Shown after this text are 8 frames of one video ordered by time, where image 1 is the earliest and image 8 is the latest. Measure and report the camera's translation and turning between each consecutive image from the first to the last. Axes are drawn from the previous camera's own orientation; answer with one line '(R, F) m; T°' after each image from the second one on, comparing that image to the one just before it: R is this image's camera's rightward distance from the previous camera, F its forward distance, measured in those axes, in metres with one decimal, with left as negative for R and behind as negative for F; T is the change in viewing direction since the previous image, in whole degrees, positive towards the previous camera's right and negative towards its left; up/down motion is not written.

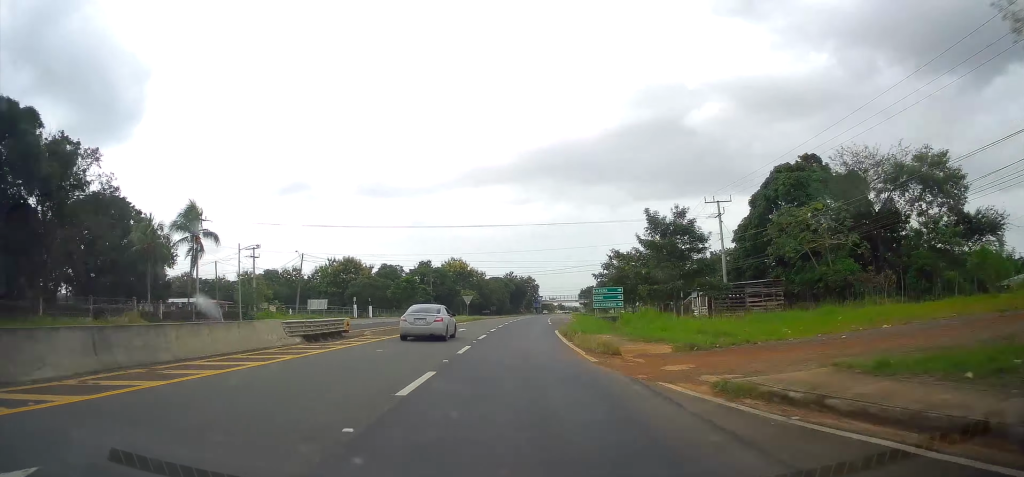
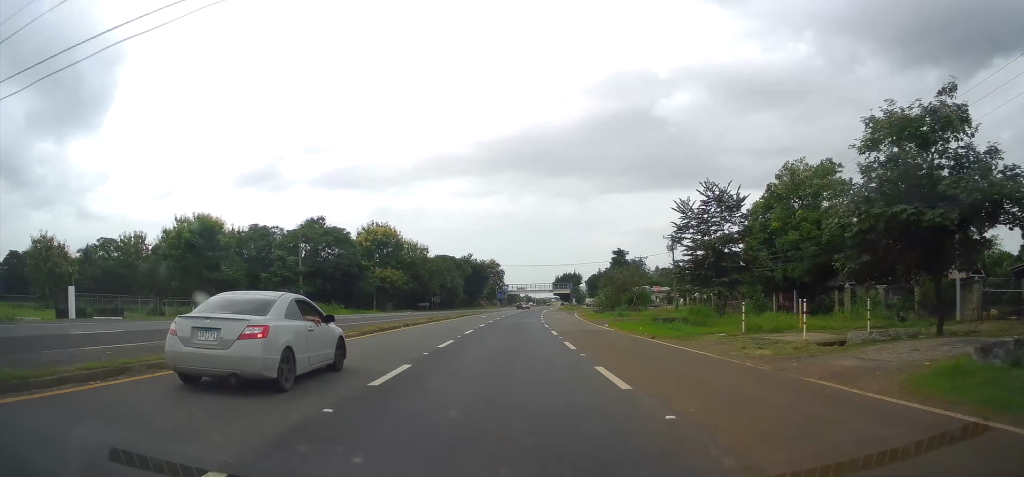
(+2.7, +63.2) m; +4°
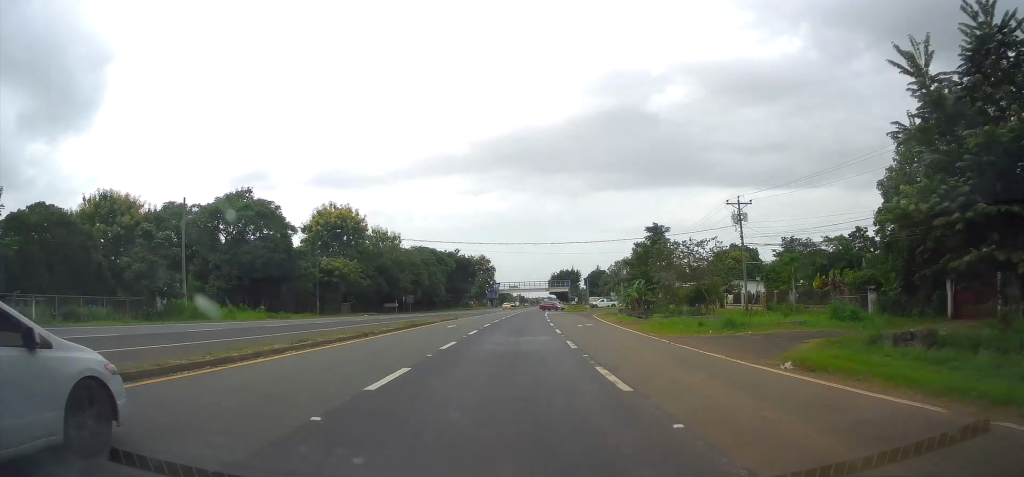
(+0.3, +24.1) m; +1°
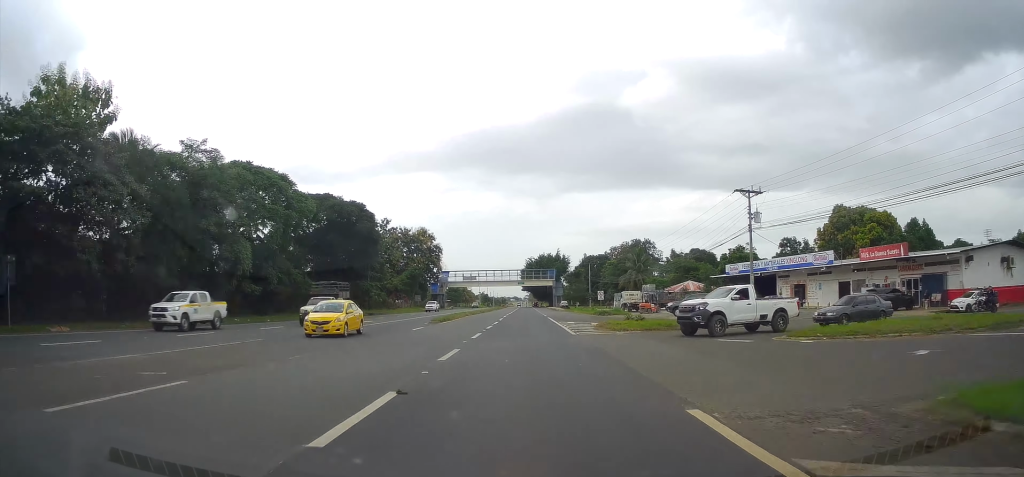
(+1.7, +80.9) m; +3°
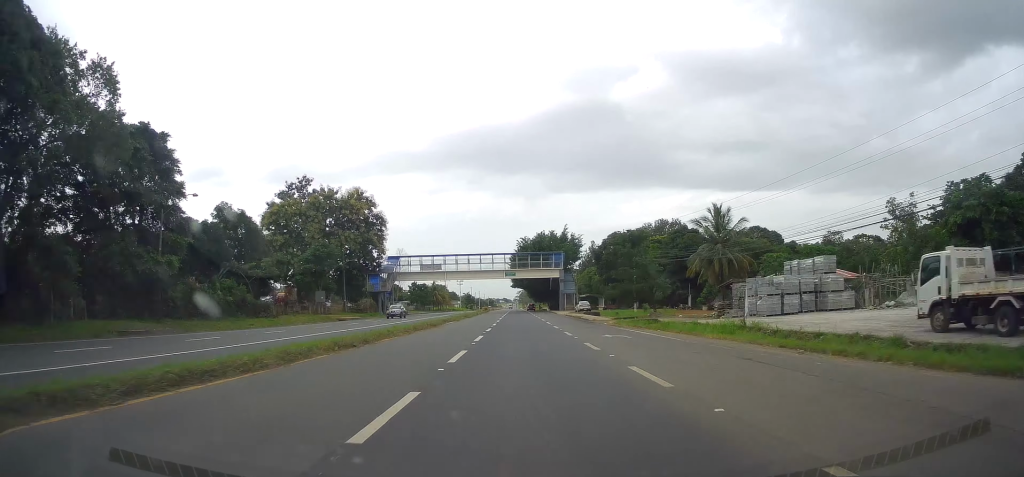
(+0.8, +54.6) m; +1°
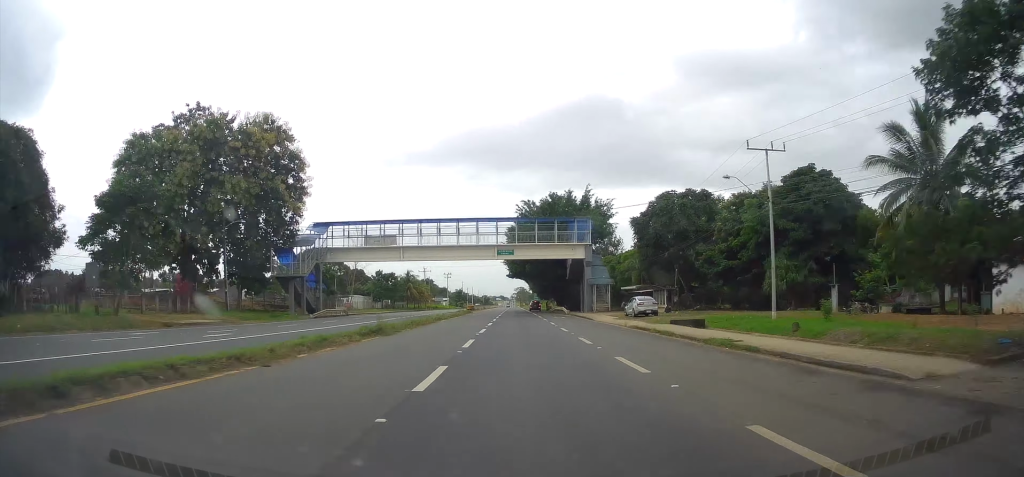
(-0.2, +38.3) m; 0°
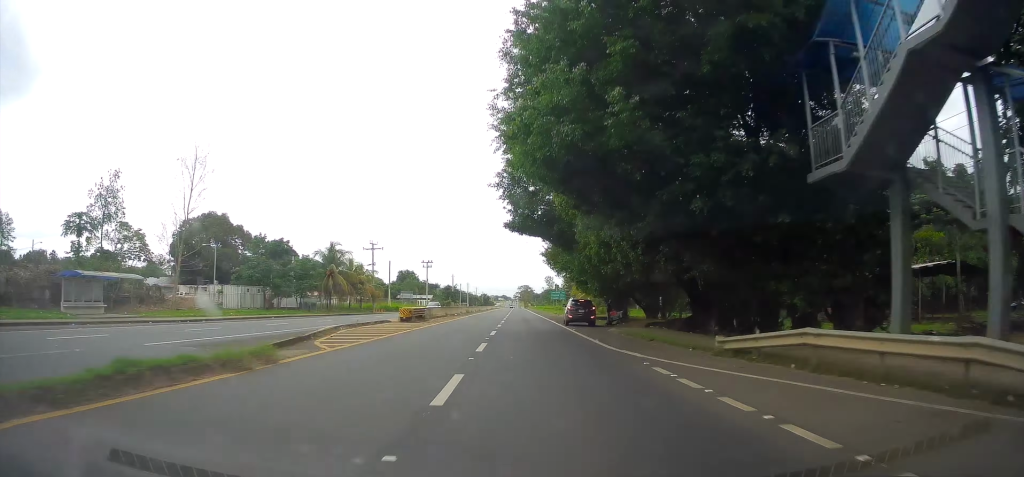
(+0.7, +58.2) m; +1°
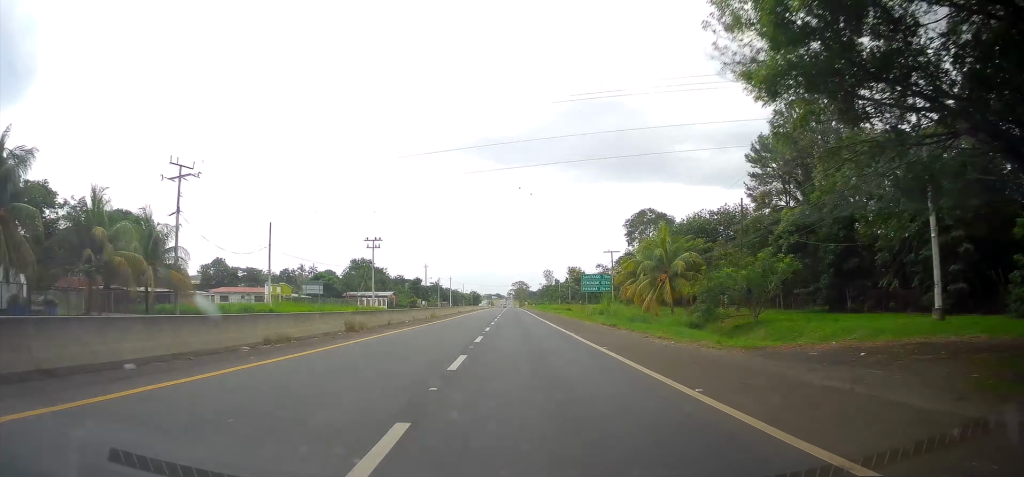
(-0.4, +53.8) m; -1°
